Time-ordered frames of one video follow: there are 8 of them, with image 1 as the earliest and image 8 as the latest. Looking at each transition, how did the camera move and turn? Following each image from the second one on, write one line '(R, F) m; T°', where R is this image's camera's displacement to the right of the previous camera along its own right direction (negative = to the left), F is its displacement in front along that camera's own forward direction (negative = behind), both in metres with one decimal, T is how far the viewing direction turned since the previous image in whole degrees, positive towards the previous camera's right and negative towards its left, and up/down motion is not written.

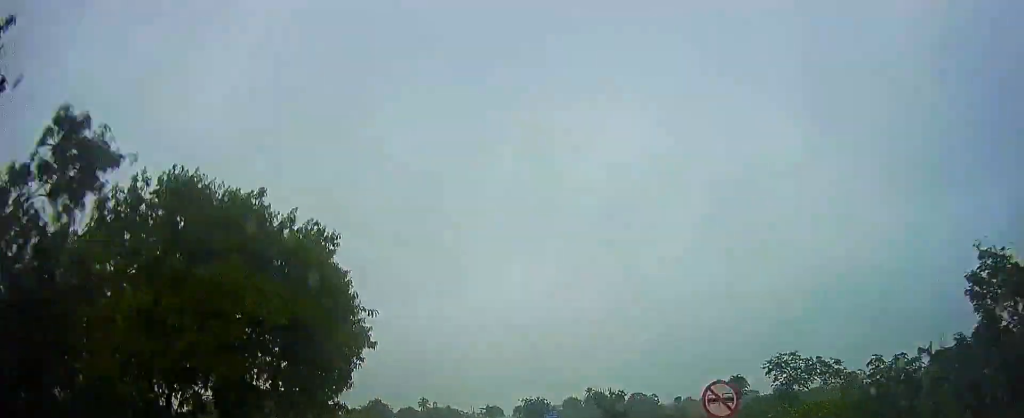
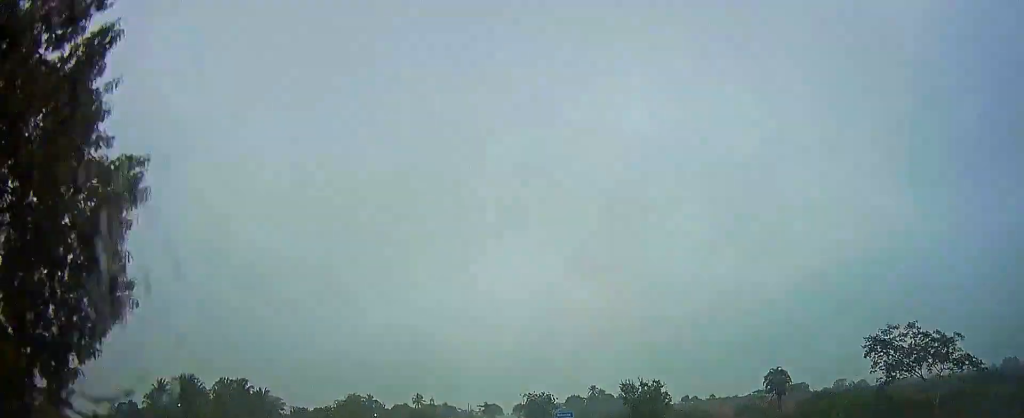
(+0.3, +18.0) m; 0°
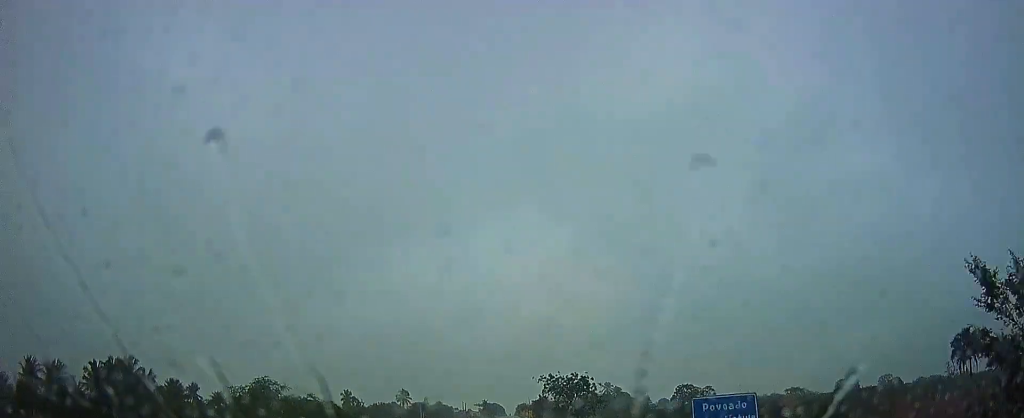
(-0.1, +46.9) m; 0°
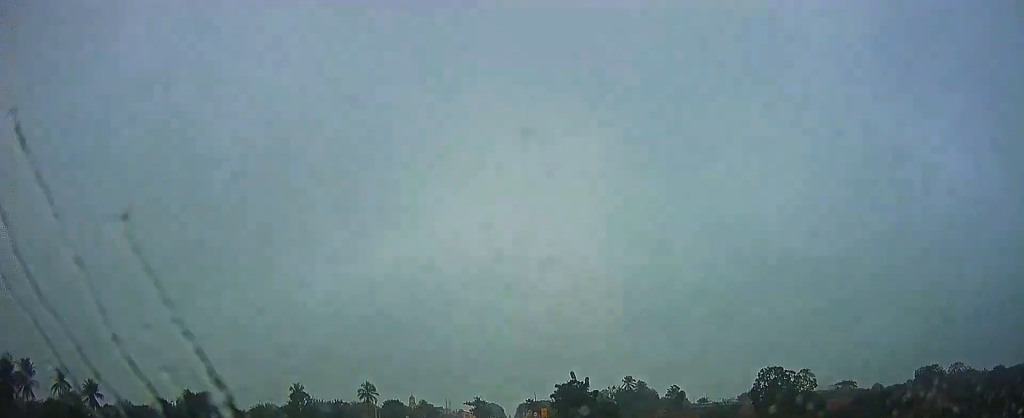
(+0.3, +61.1) m; 0°
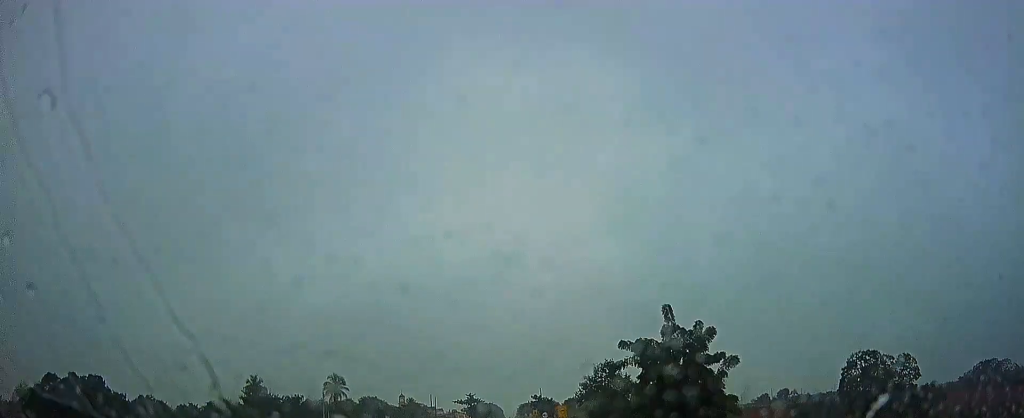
(-0.3, +34.5) m; 0°
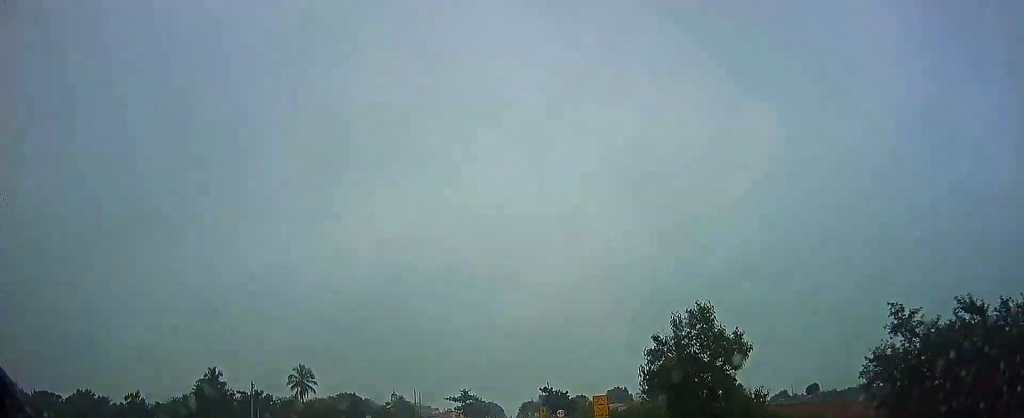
(0.0, +25.9) m; +1°
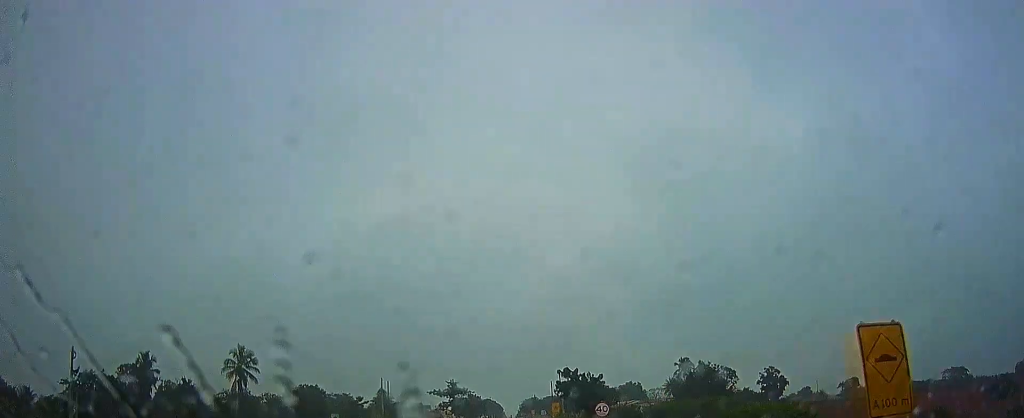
(+0.5, +30.2) m; 0°
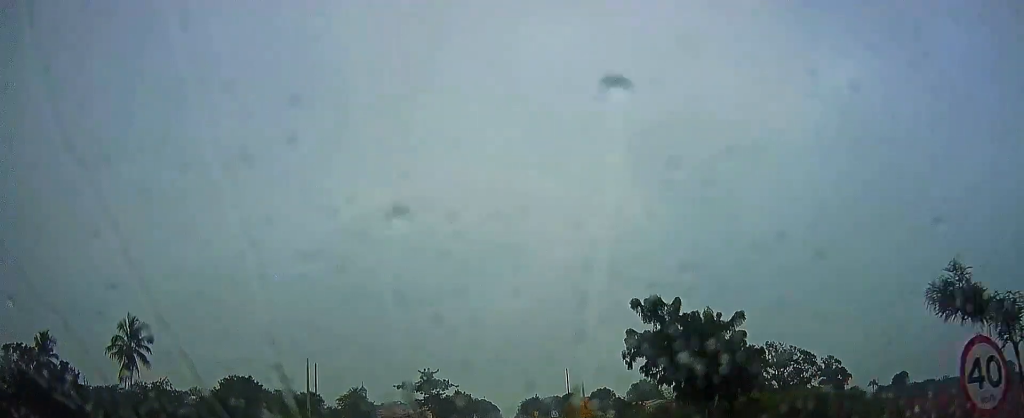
(-0.5, +32.0) m; -1°
